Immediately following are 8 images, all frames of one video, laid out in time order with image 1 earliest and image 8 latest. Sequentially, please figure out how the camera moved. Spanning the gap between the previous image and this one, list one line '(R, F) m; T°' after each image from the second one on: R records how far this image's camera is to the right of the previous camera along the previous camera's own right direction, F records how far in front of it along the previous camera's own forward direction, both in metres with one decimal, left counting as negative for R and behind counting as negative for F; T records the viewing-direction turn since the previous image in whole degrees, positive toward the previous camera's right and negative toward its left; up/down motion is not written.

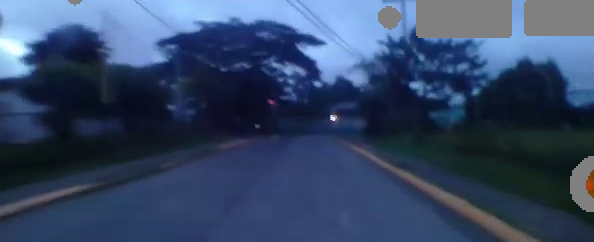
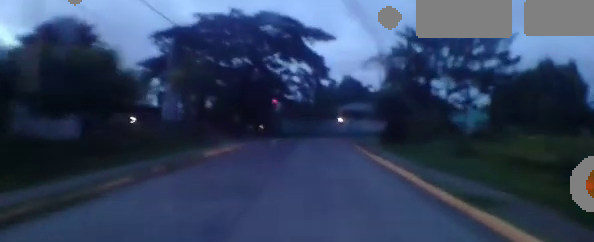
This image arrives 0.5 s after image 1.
(+0.1, +2.5) m; +3°
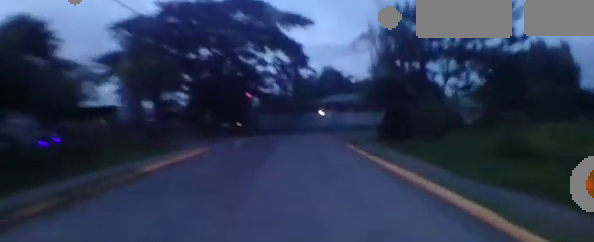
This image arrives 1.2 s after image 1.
(+0.4, +3.7) m; 0°
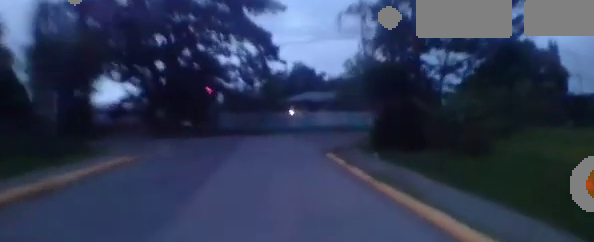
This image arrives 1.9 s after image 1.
(-0.4, +3.5) m; -10°
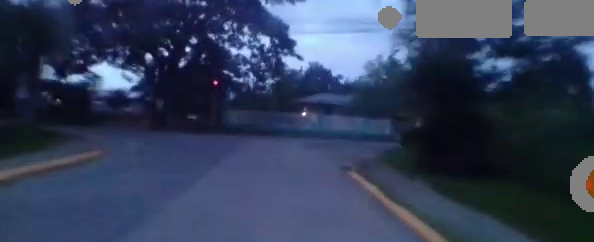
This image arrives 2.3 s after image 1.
(0.0, +1.8) m; -5°
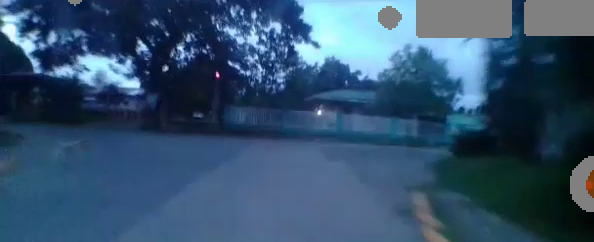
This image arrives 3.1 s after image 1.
(-0.5, +2.8) m; -5°
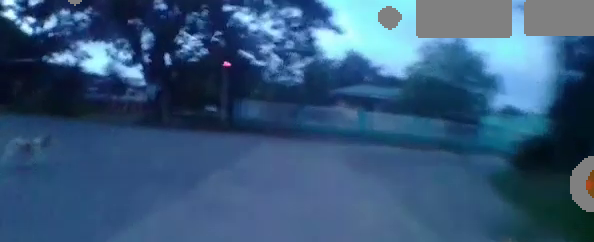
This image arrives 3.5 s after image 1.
(0.0, +1.0) m; -1°
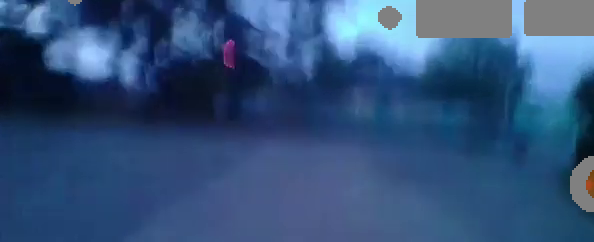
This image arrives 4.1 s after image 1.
(+0.2, +1.3) m; -1°
